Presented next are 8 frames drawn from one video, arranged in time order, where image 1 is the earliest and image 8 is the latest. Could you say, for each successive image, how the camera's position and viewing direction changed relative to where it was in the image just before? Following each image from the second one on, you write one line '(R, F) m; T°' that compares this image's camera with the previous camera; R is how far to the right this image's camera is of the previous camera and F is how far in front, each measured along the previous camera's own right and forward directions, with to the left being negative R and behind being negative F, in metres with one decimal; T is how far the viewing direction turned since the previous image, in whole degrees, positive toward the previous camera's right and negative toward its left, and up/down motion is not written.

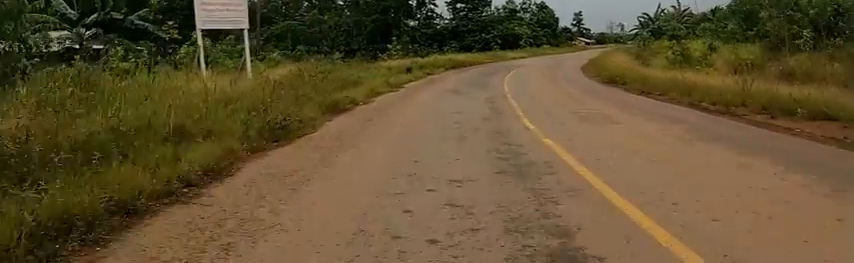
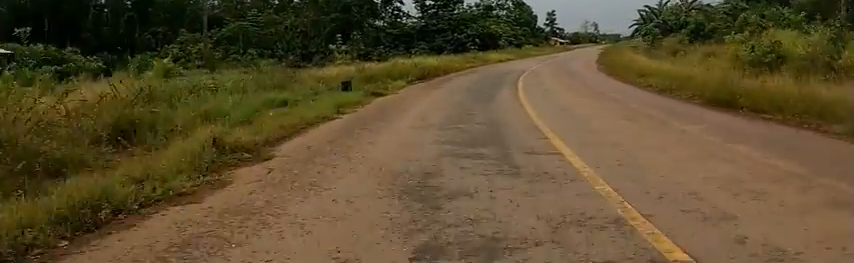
(+0.6, +10.5) m; +6°
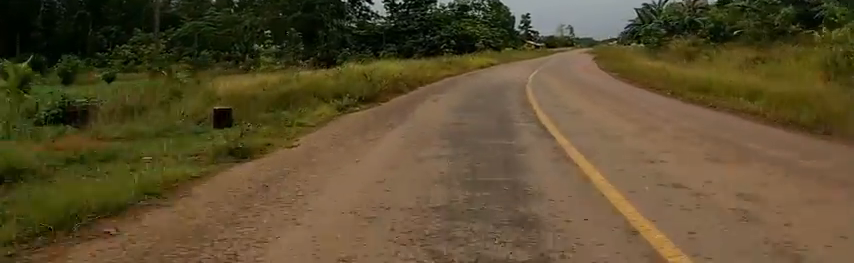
(+0.4, +7.0) m; +4°
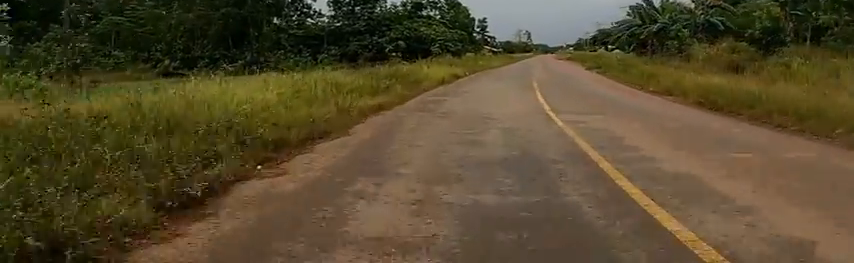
(+0.1, +10.8) m; +1°
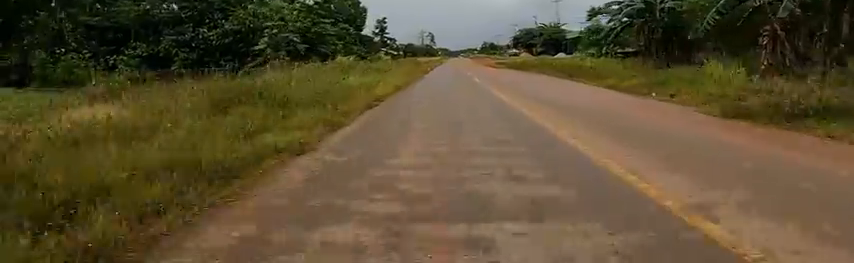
(+2.2, +24.6) m; +9°
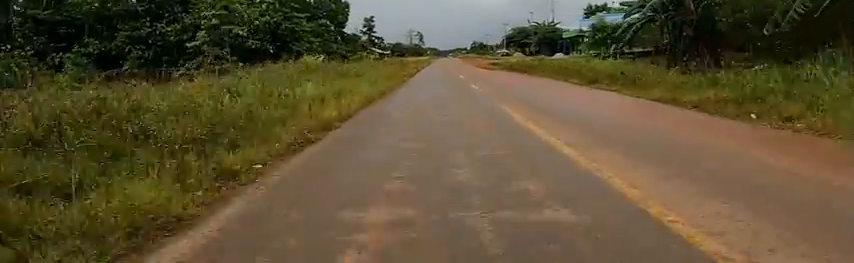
(+0.2, +5.2) m; 0°
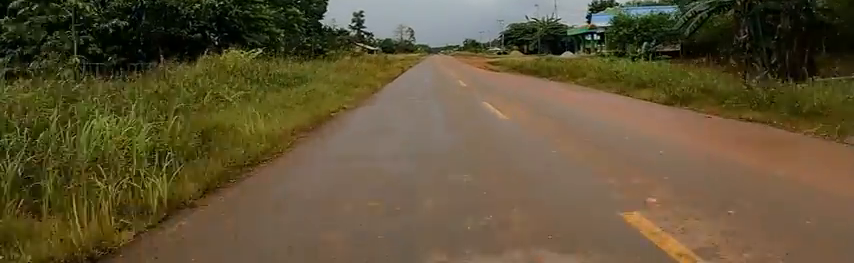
(-0.3, +7.4) m; -2°
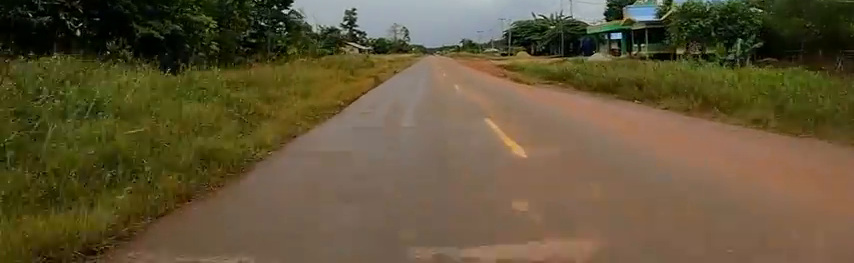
(-0.2, +10.9) m; -1°
